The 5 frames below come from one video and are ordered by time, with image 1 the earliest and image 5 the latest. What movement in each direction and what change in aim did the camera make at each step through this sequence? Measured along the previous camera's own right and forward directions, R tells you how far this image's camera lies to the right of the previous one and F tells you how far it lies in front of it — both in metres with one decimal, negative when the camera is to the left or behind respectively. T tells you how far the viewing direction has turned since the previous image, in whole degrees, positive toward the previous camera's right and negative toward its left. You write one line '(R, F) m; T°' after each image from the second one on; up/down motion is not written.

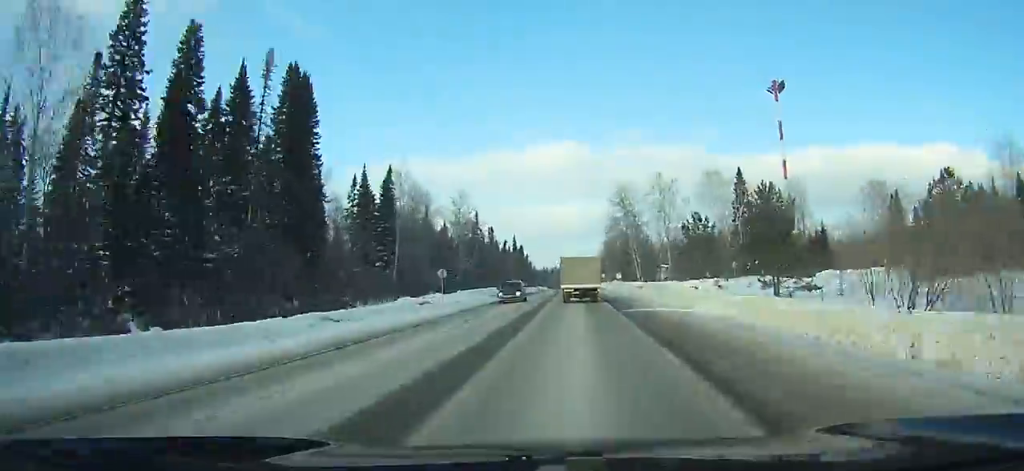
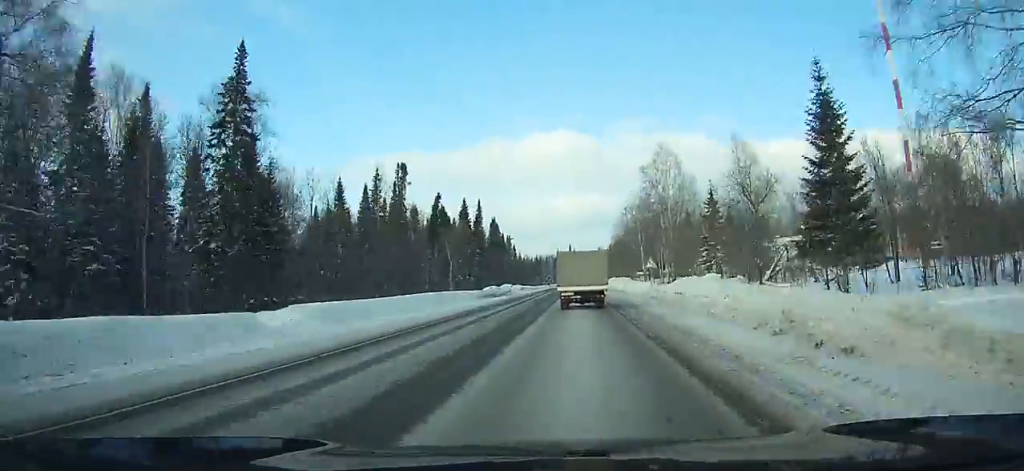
(-4.2, +100.9) m; -3°
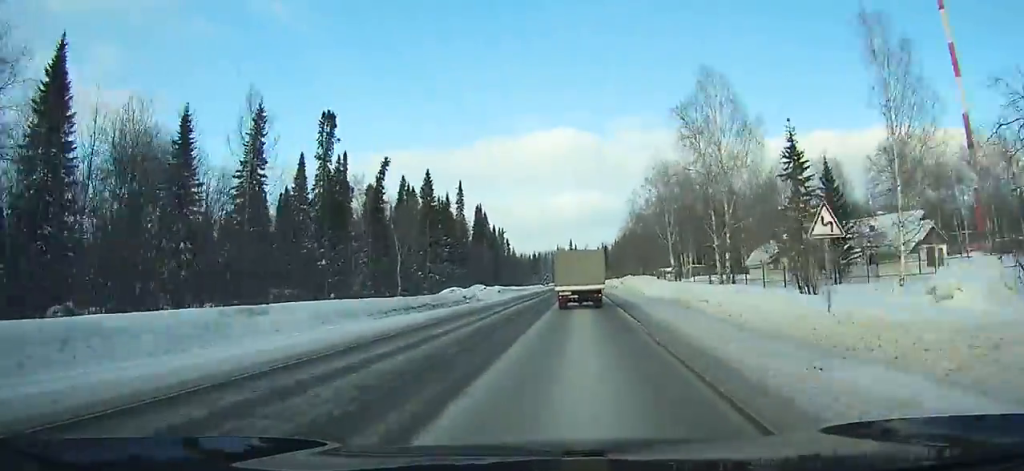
(-0.2, +30.9) m; 0°
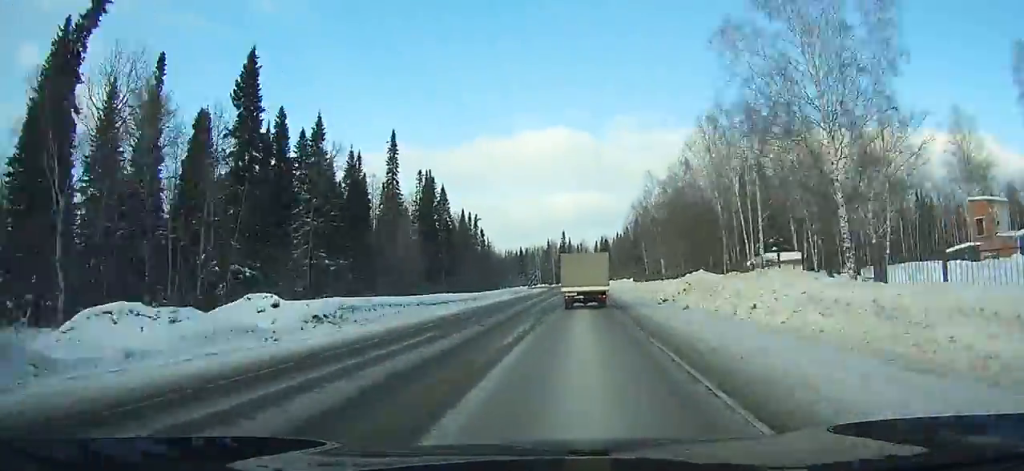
(-0.1, +50.8) m; 0°
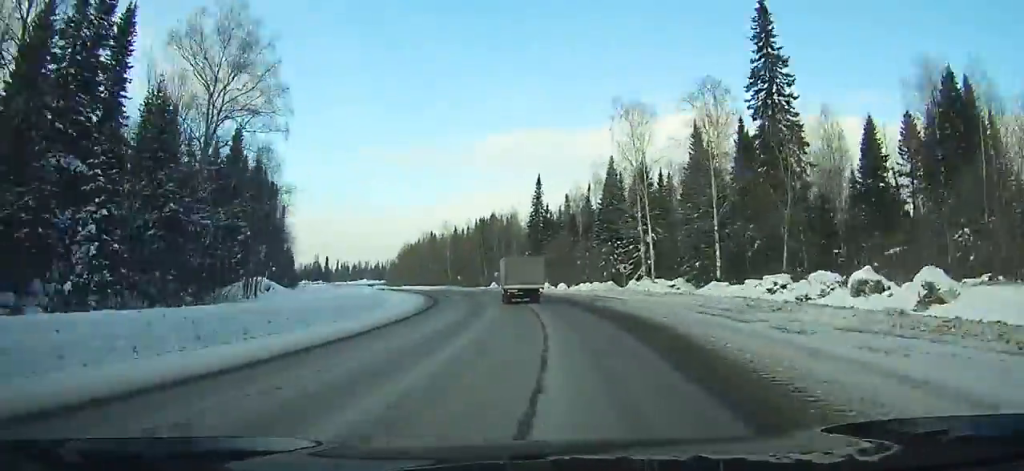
(-10.6, +178.9) m; -17°
